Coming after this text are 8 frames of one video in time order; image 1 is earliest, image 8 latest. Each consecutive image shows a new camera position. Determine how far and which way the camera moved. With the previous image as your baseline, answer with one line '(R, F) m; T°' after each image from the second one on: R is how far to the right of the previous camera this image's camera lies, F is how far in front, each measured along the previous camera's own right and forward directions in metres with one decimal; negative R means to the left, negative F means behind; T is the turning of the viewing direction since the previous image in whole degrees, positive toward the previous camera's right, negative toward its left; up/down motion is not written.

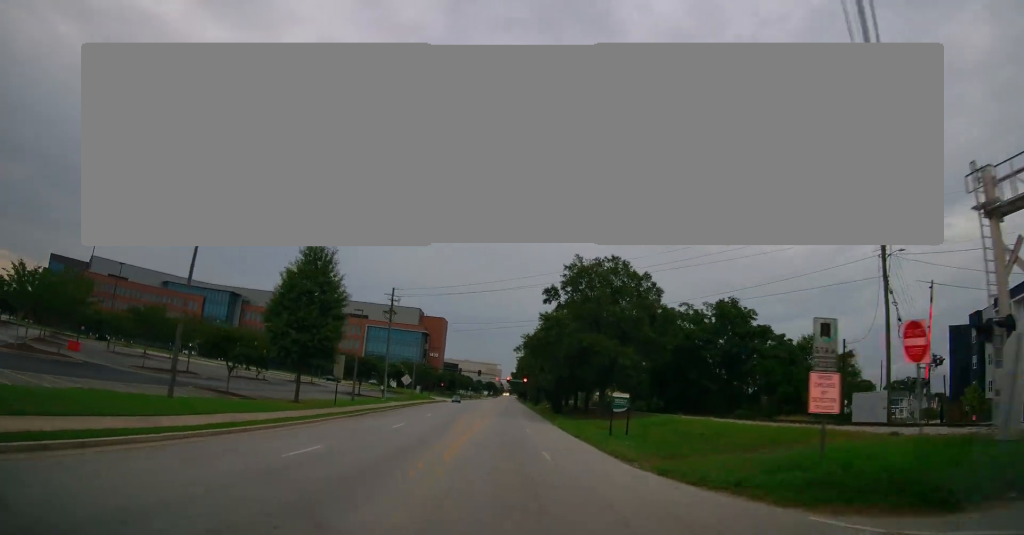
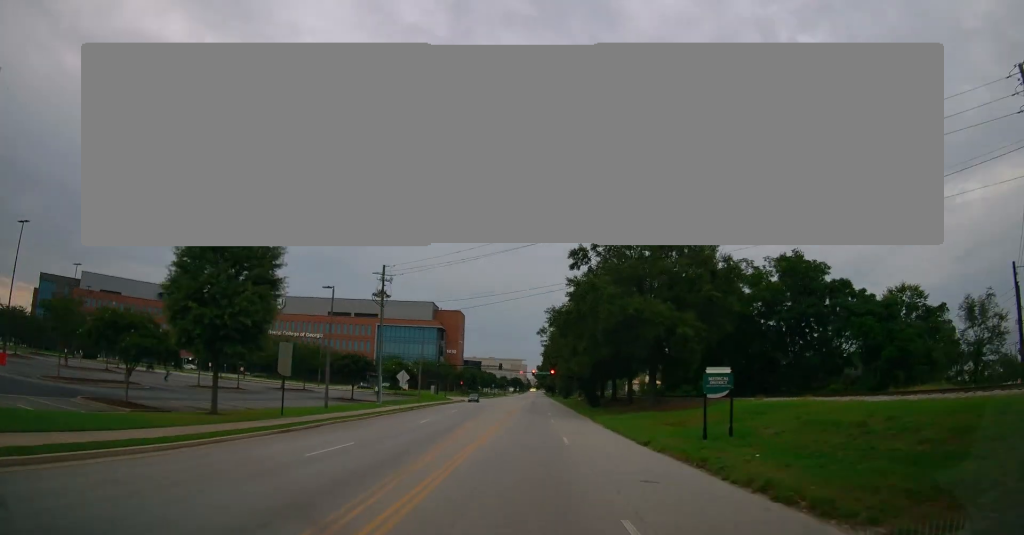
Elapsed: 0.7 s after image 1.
(+0.4, +16.3) m; -1°
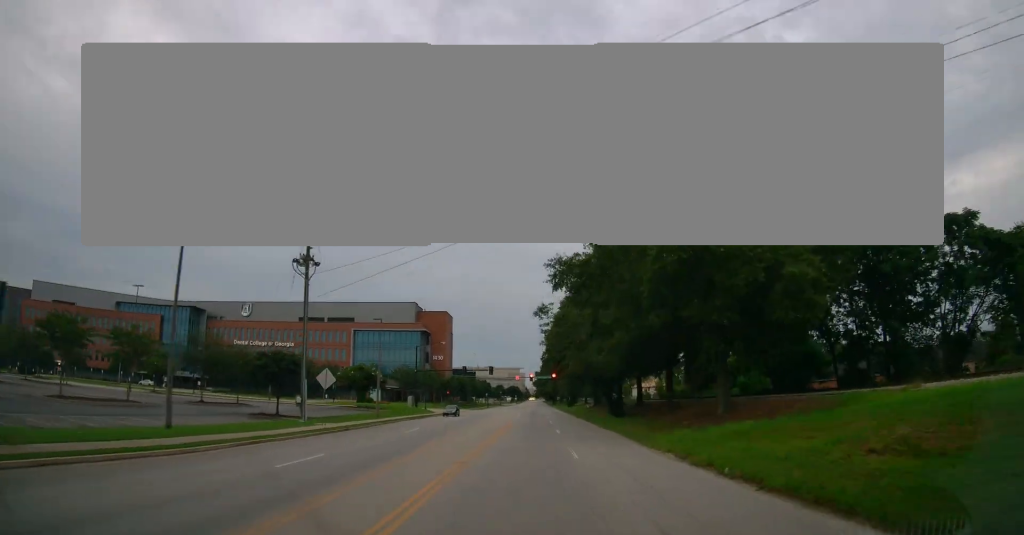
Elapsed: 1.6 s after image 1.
(-0.8, +22.3) m; -6°
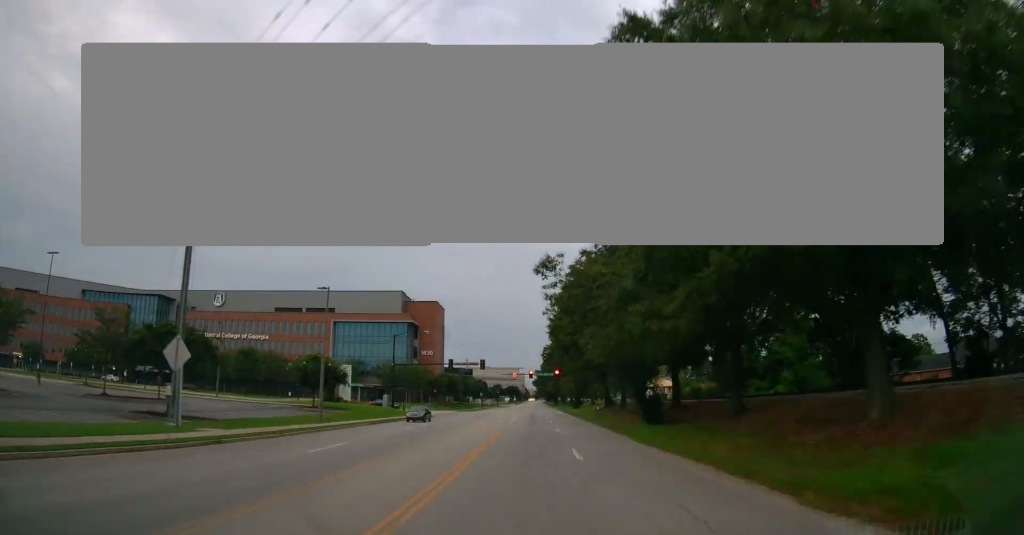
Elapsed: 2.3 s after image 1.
(-1.2, +16.7) m; -3°
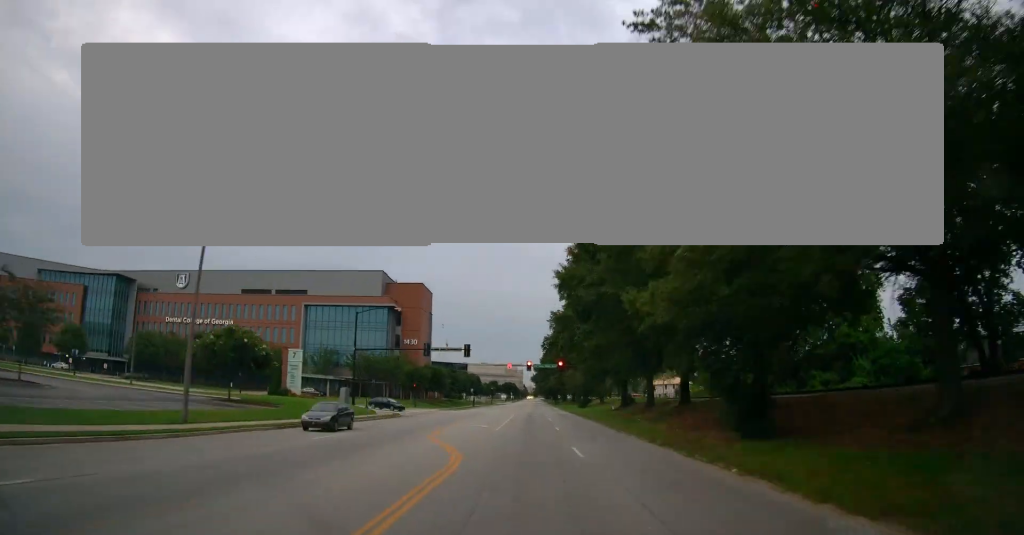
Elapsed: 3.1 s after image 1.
(-0.5, +18.4) m; -2°
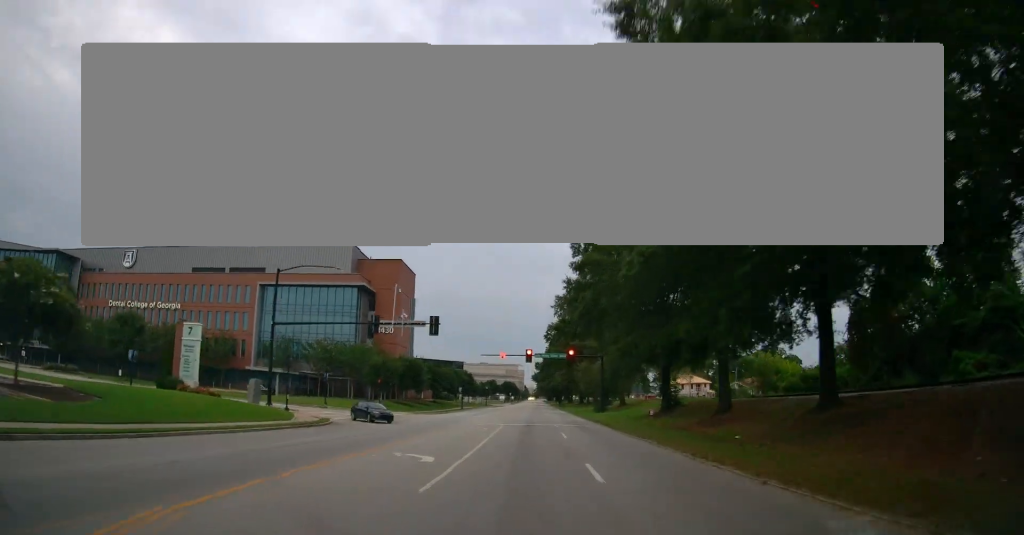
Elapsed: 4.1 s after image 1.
(-0.3, +21.5) m; -2°
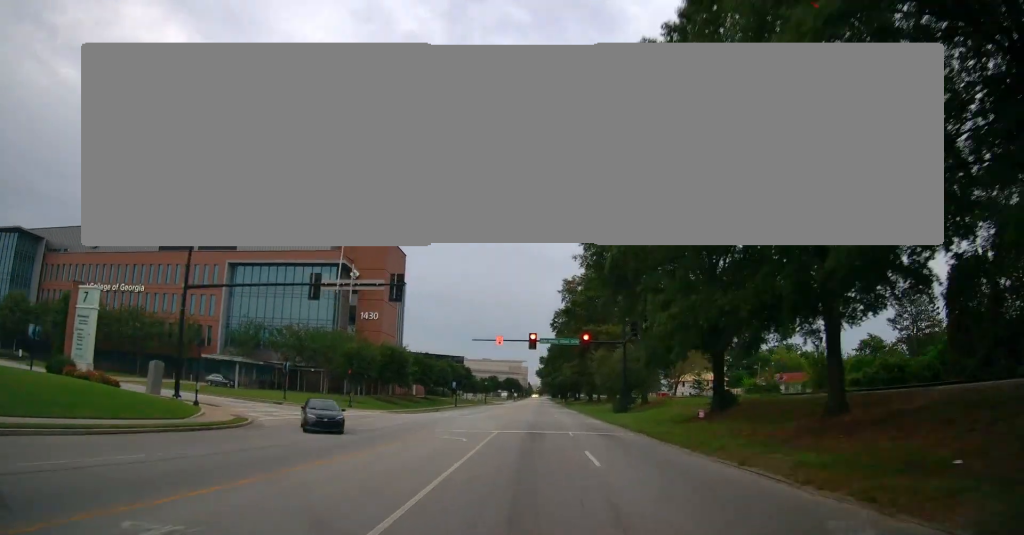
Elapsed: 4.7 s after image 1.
(-0.1, +13.4) m; -1°
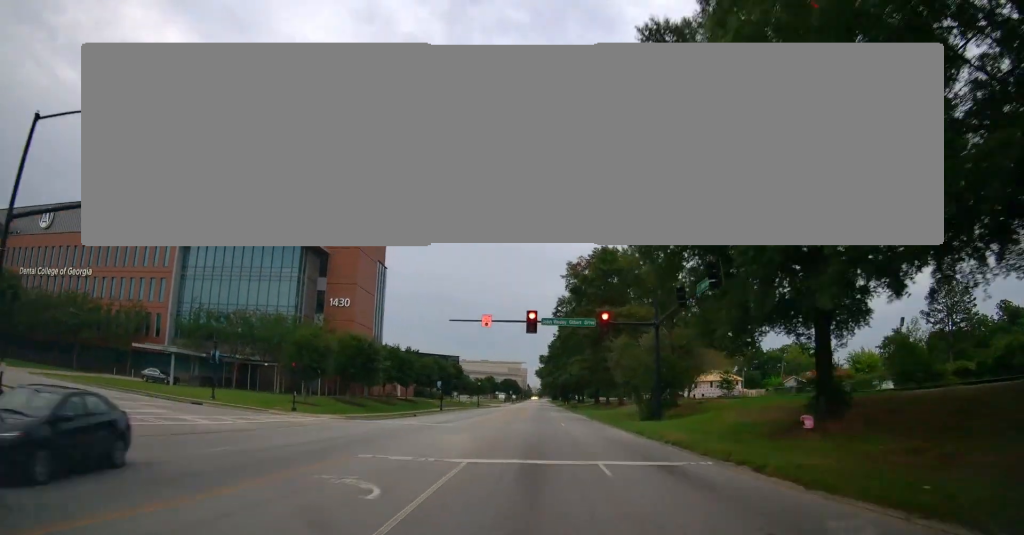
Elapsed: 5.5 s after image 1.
(-0.4, +14.2) m; 0°
